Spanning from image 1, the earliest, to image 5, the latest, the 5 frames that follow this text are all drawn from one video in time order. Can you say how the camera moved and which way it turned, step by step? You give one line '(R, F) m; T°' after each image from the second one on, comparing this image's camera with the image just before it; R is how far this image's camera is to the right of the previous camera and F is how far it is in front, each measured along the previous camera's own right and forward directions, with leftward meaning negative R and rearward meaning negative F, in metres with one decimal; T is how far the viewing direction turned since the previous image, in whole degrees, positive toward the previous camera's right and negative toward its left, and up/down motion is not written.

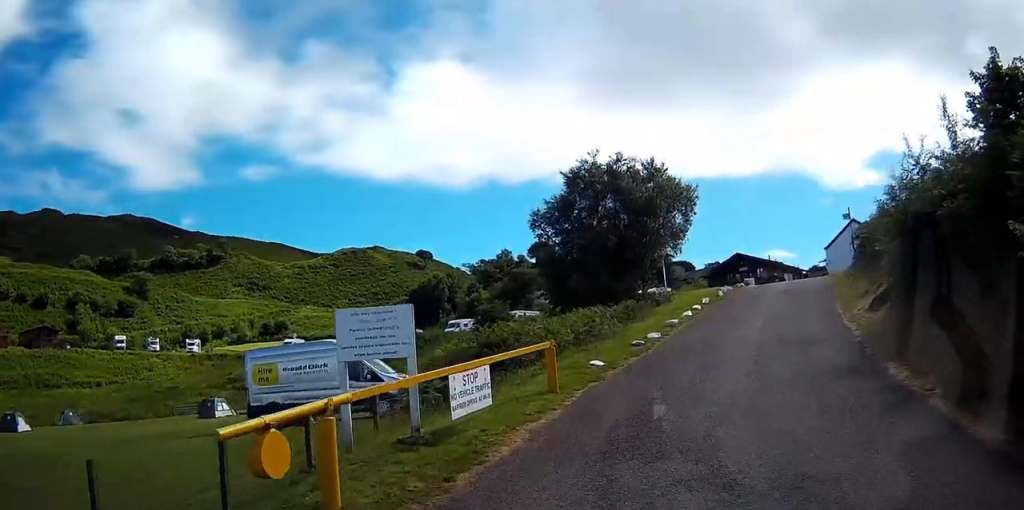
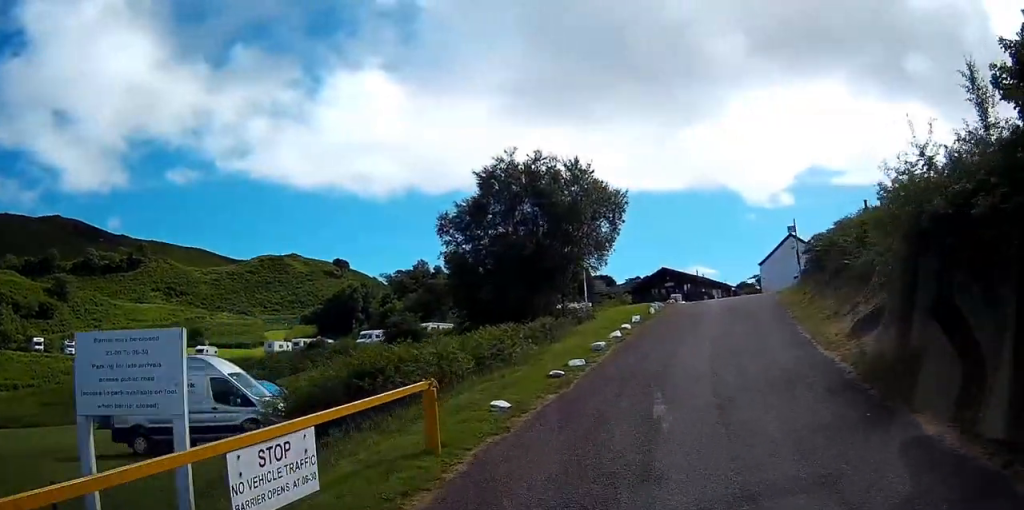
(+0.2, +3.9) m; +6°
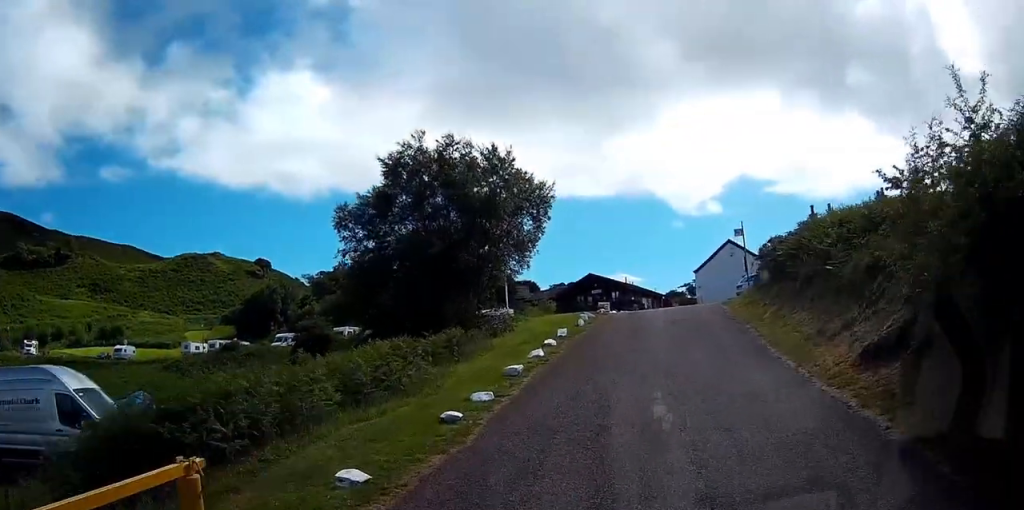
(+0.3, +4.0) m; +5°
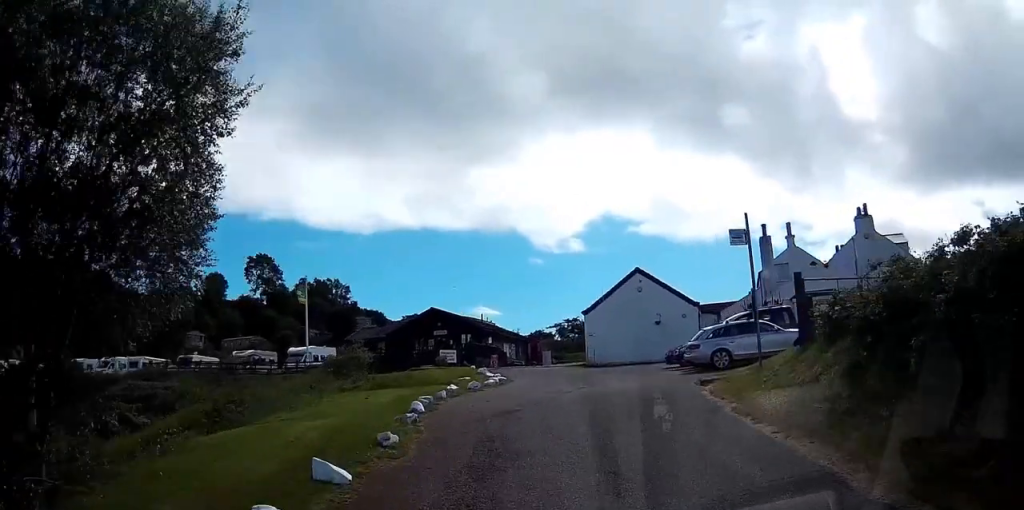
(+2.3, +18.6) m; +12°
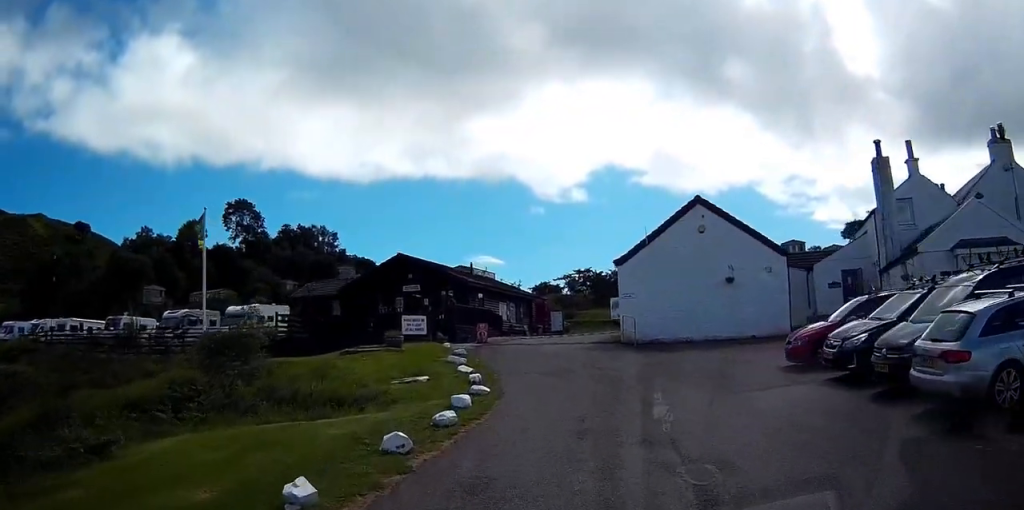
(-0.1, +13.1) m; -2°
